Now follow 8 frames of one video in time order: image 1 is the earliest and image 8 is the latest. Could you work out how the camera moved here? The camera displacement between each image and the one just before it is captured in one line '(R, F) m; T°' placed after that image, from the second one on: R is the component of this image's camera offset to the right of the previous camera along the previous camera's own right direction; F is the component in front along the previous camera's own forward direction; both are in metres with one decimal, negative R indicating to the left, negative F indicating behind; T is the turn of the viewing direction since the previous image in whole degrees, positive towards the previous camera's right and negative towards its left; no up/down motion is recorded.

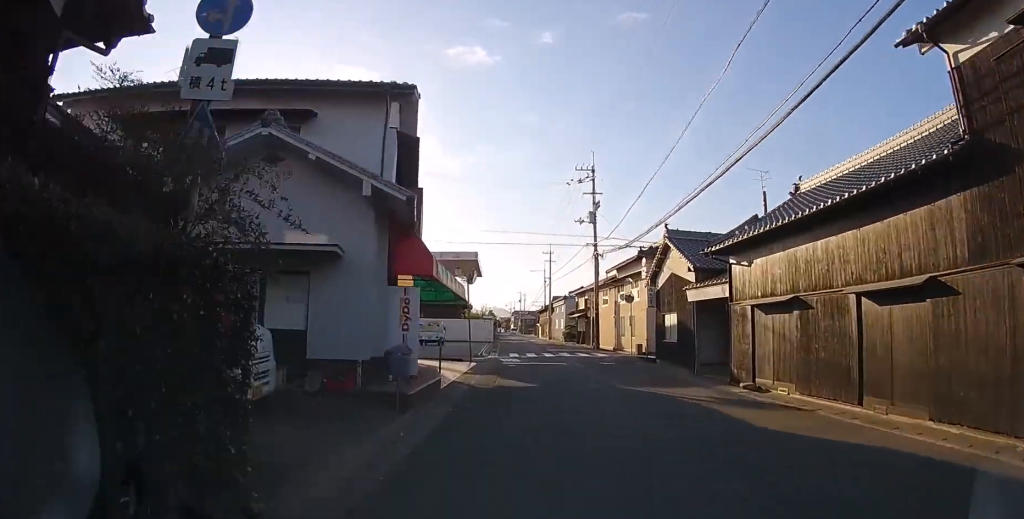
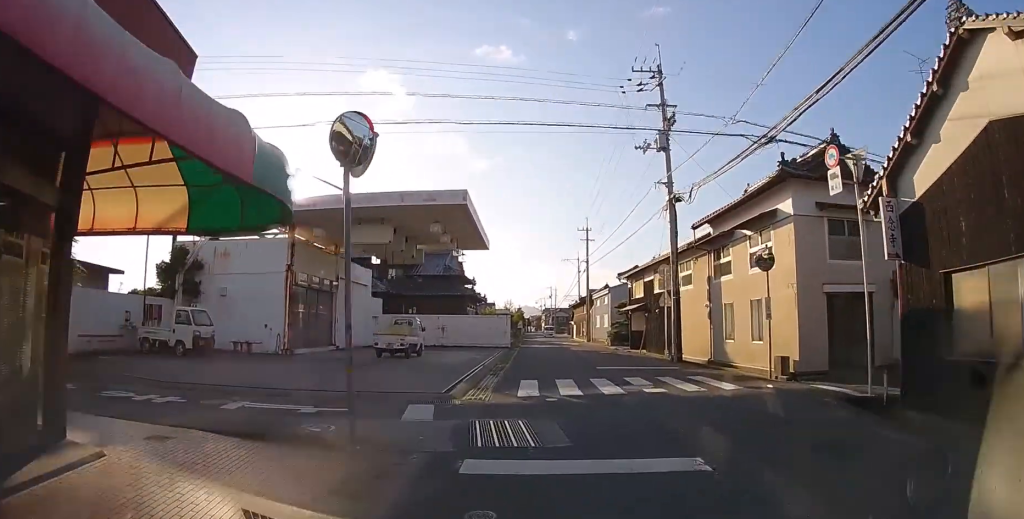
(-0.6, +14.4) m; -3°
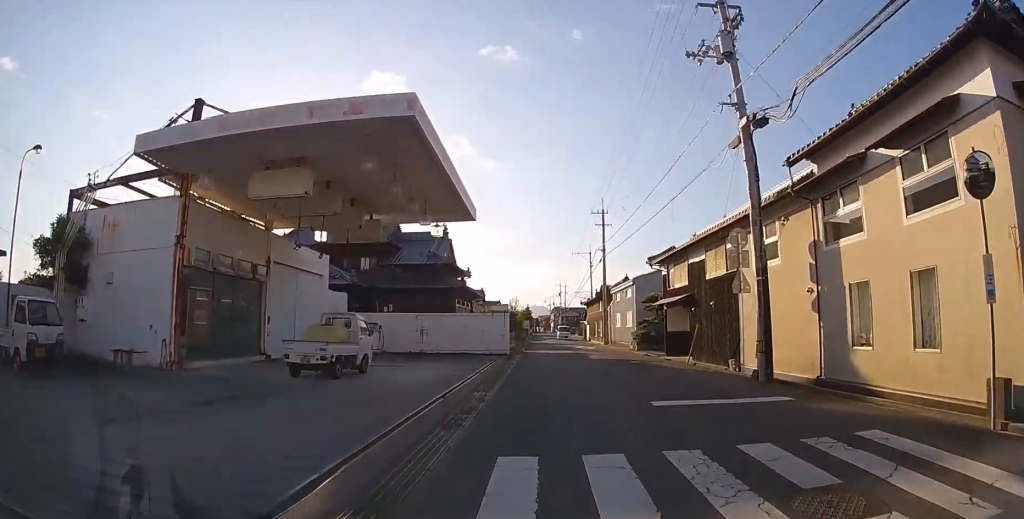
(0.0, +7.5) m; 0°
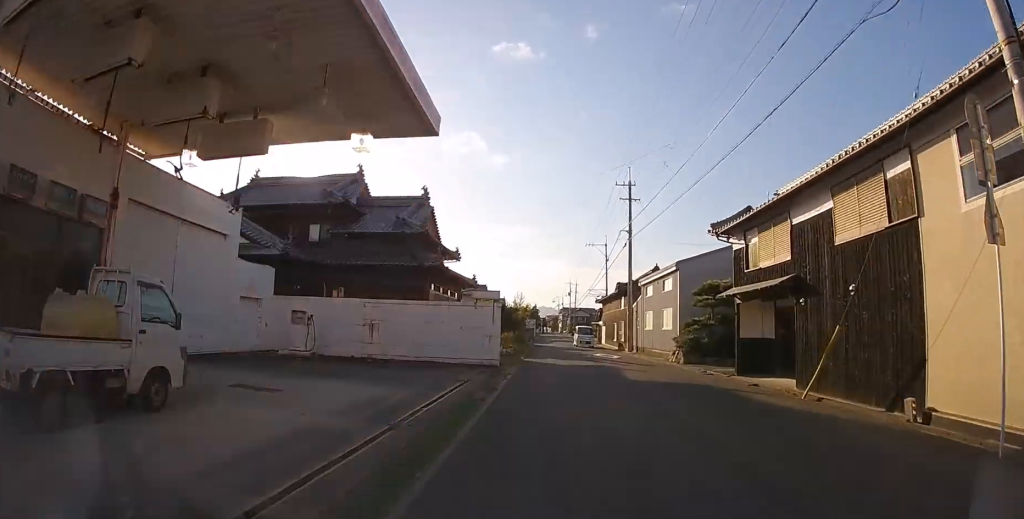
(0.0, +8.4) m; -1°
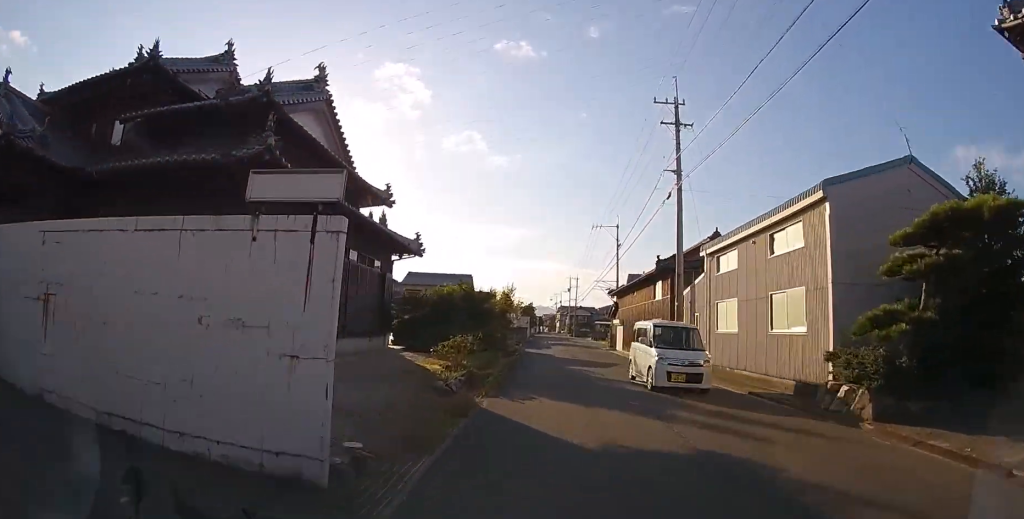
(-0.2, +13.0) m; -1°
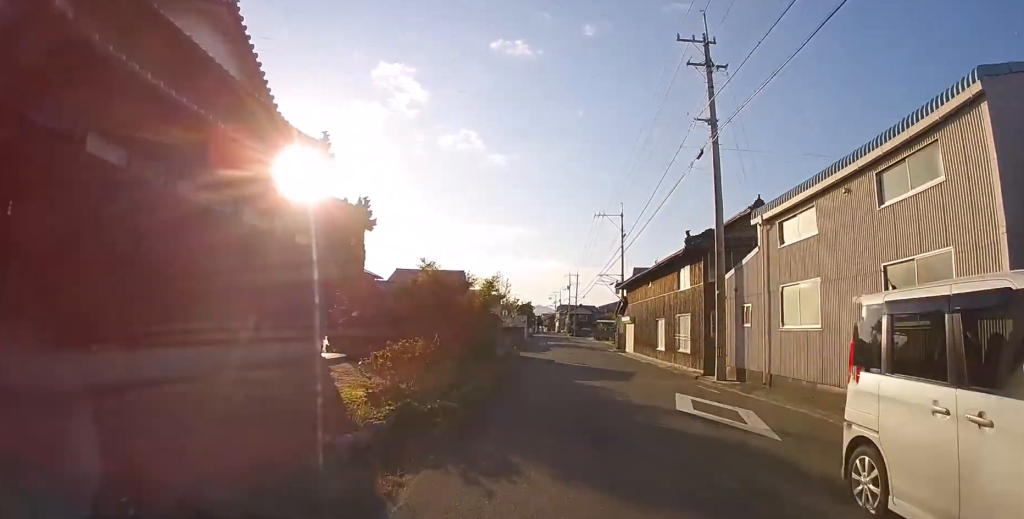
(0.0, +4.8) m; 0°
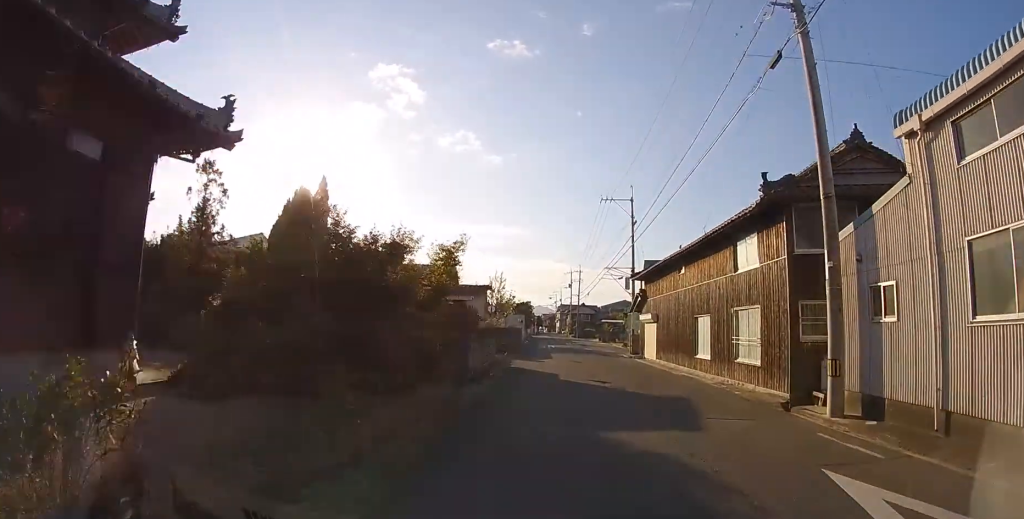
(0.0, +6.3) m; 0°
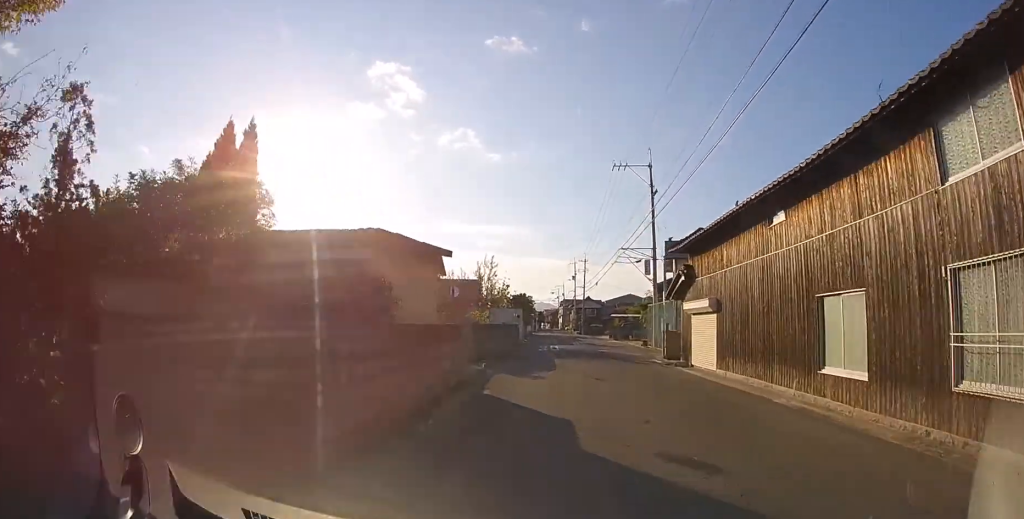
(0.0, +8.3) m; 0°
